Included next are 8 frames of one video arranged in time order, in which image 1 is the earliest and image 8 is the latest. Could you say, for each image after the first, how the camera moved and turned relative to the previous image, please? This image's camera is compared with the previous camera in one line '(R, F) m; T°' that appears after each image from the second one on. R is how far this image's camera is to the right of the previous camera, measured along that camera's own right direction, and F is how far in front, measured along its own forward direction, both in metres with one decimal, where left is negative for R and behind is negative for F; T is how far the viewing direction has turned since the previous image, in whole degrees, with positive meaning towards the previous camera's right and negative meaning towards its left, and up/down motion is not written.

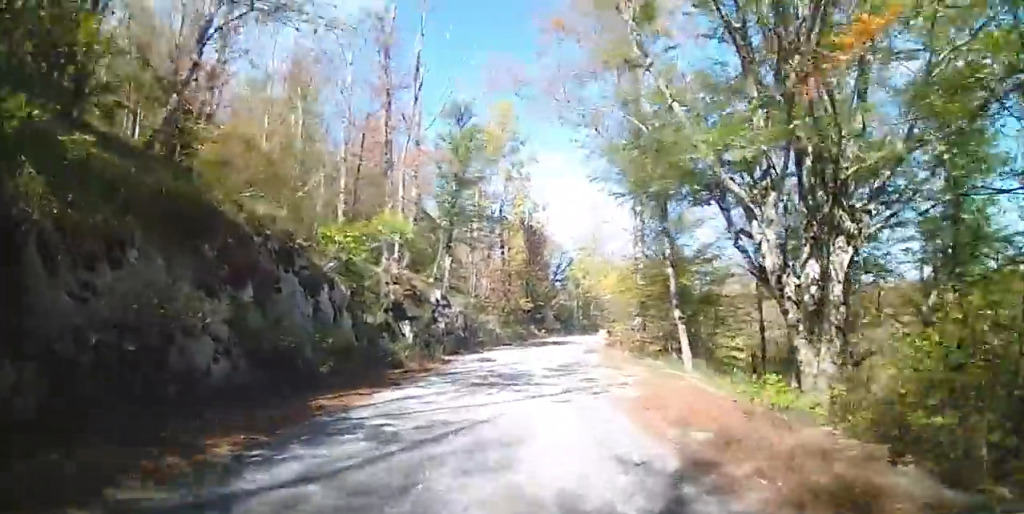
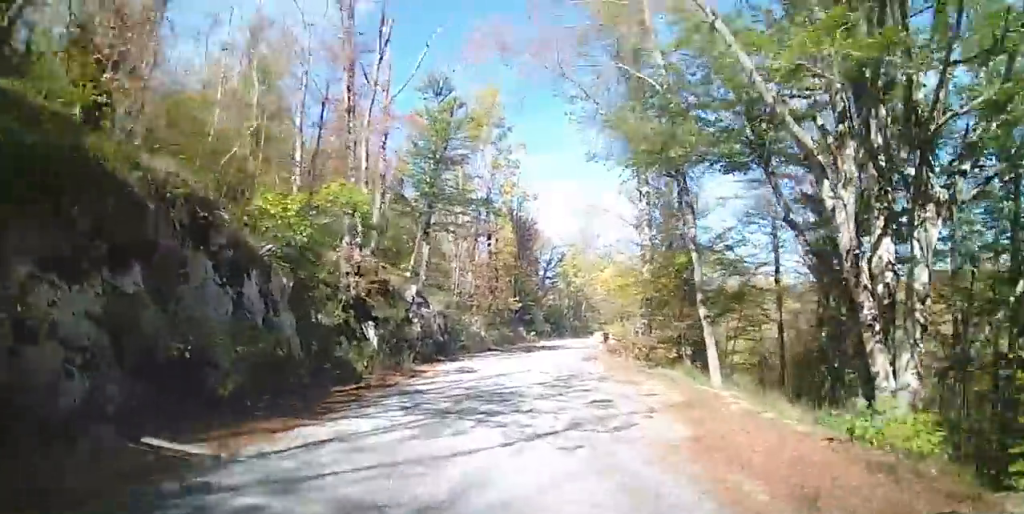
(0.0, +3.2) m; 0°
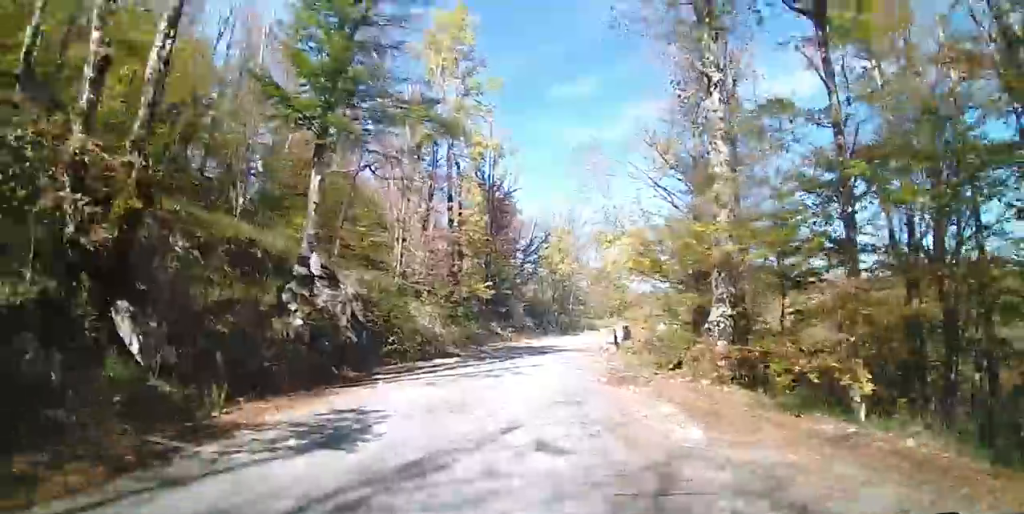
(0.0, +10.5) m; 0°
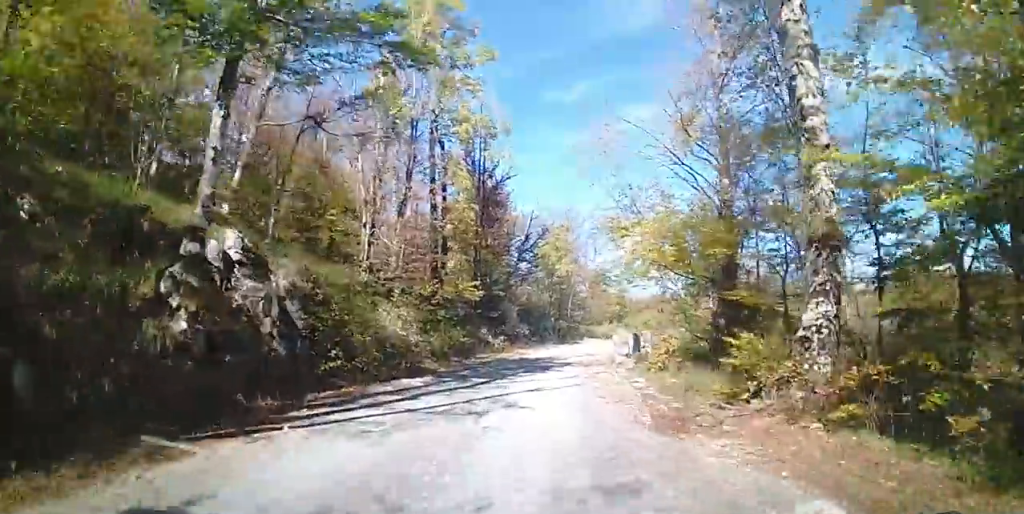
(0.0, +4.4) m; 0°
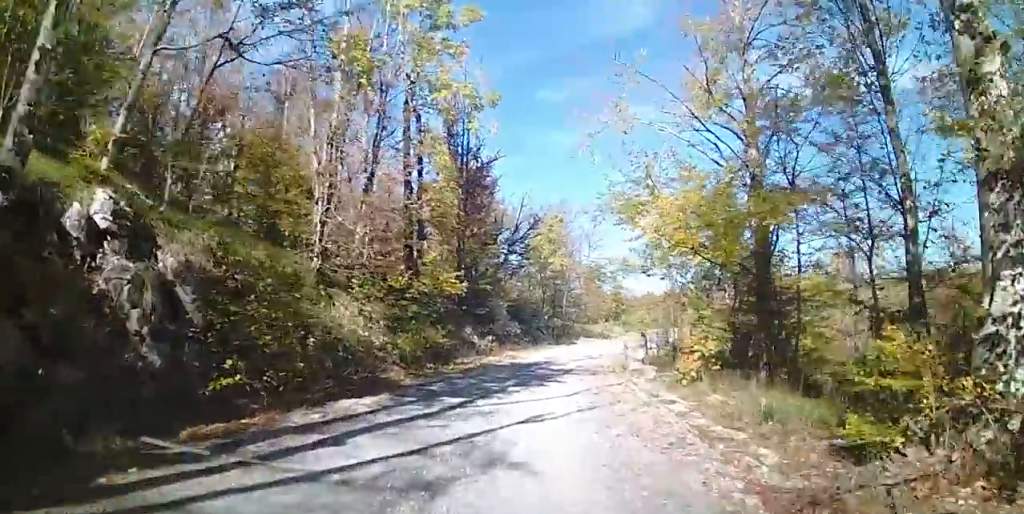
(0.0, +3.8) m; +2°
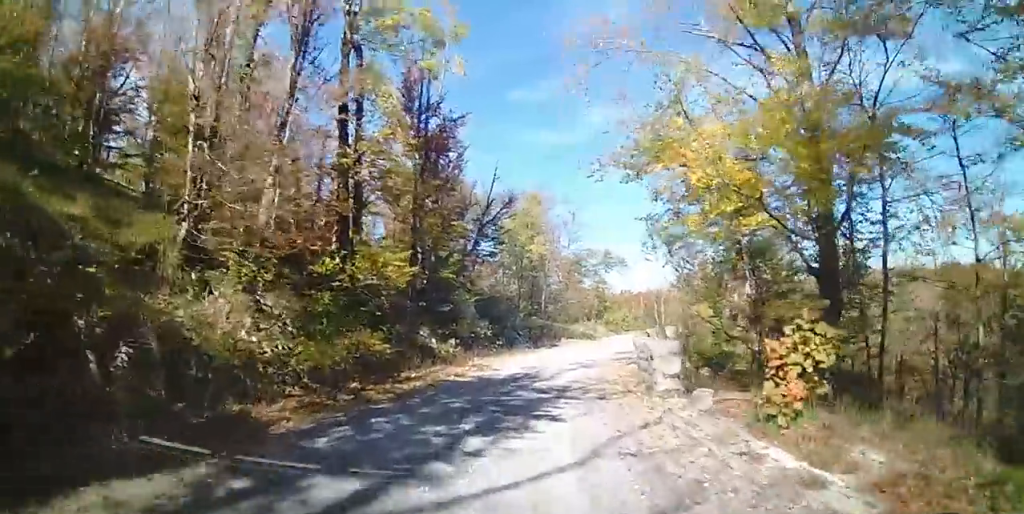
(-0.1, +5.5) m; +4°
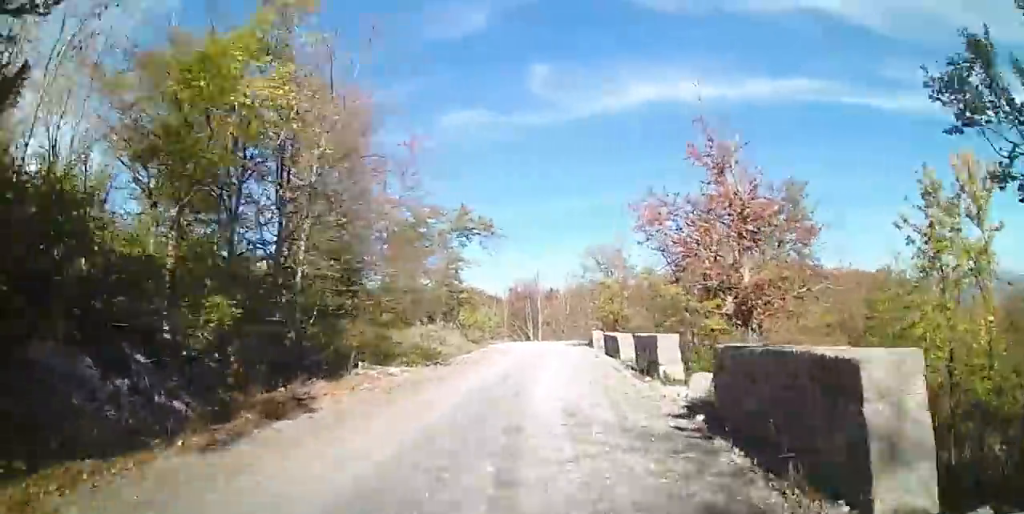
(+4.3, +22.5) m; +18°
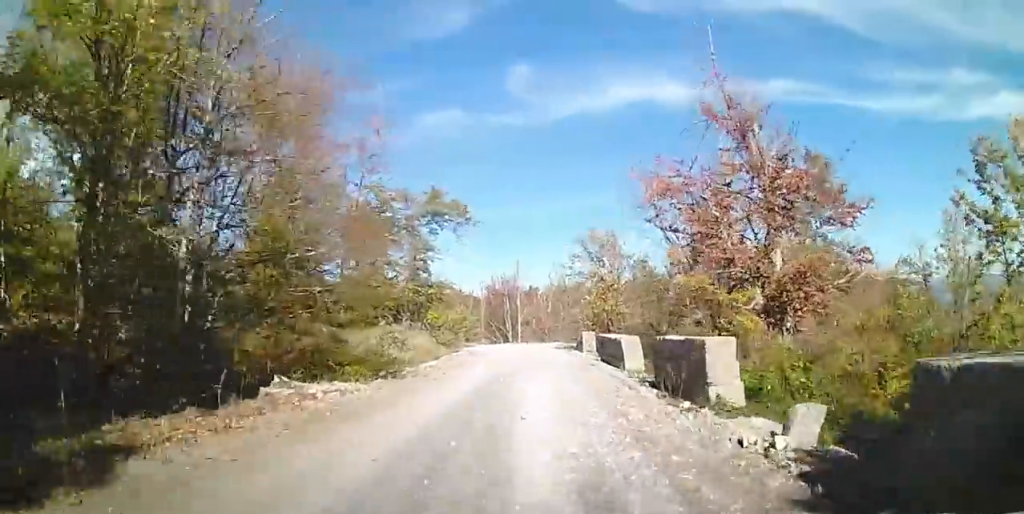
(+0.1, +4.0) m; +1°
